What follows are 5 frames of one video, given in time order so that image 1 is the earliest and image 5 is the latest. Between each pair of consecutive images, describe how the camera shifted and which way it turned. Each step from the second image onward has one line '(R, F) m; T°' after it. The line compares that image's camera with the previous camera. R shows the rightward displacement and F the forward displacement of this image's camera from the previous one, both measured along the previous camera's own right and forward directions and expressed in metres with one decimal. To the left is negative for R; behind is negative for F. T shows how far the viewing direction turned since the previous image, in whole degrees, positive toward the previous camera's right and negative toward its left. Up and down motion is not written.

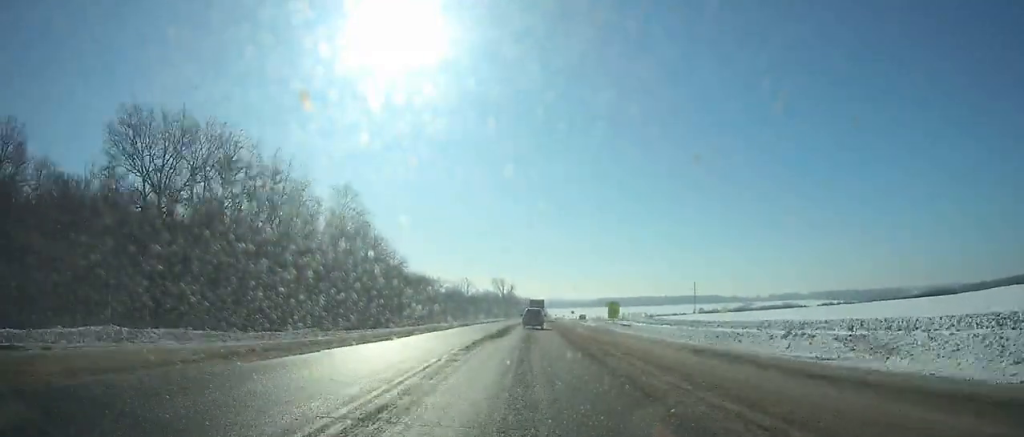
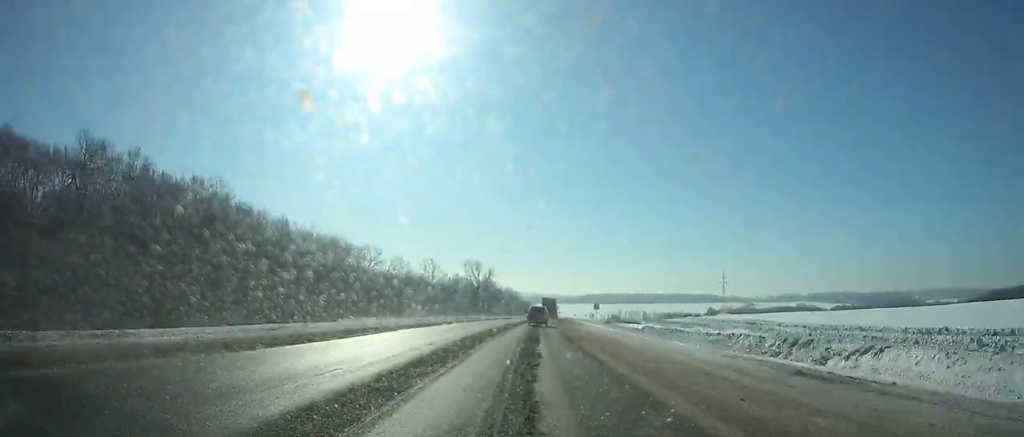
(+0.9, +91.6) m; +1°
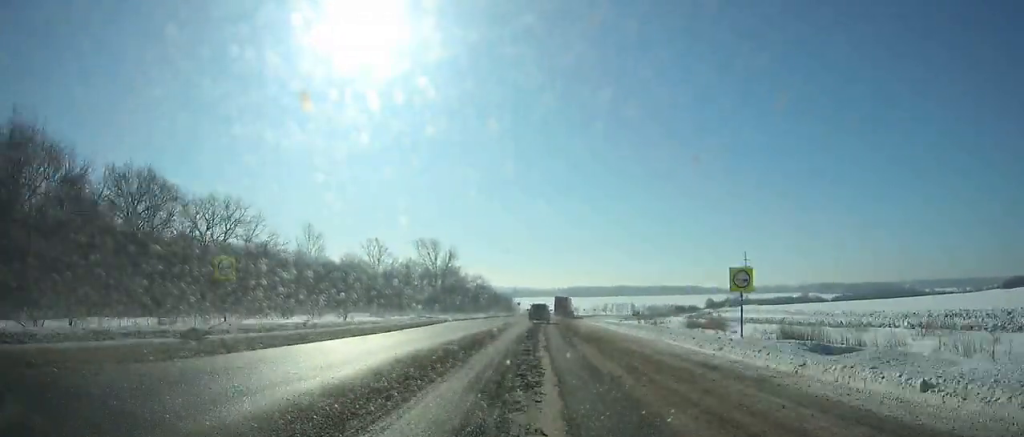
(+1.0, +67.8) m; +2°
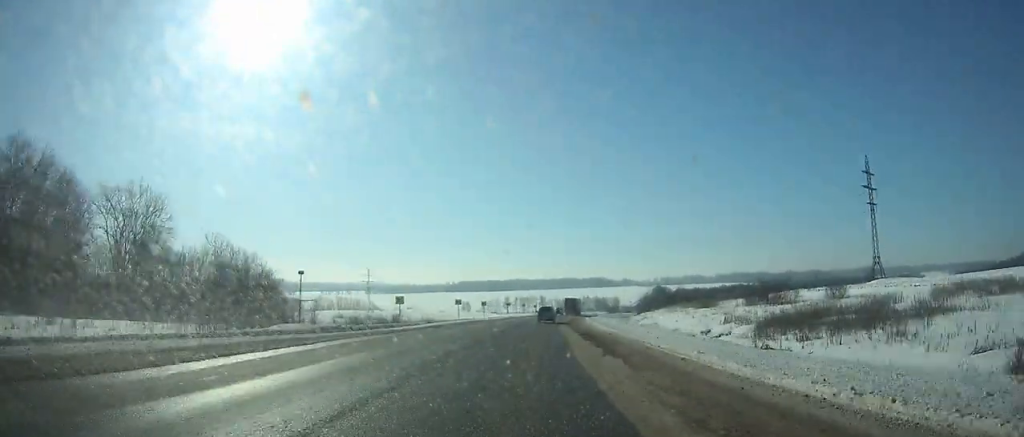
(+14.4, +169.3) m; +11°
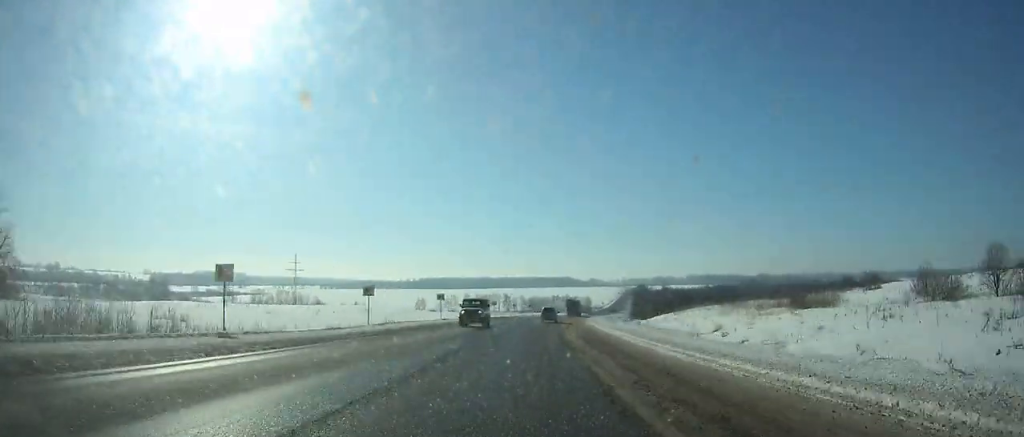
(+1.1, +54.8) m; +3°
